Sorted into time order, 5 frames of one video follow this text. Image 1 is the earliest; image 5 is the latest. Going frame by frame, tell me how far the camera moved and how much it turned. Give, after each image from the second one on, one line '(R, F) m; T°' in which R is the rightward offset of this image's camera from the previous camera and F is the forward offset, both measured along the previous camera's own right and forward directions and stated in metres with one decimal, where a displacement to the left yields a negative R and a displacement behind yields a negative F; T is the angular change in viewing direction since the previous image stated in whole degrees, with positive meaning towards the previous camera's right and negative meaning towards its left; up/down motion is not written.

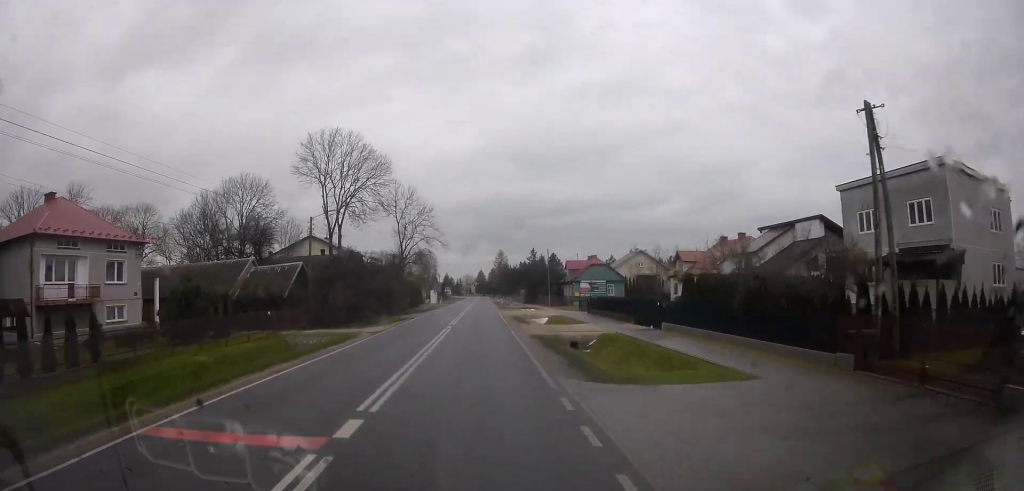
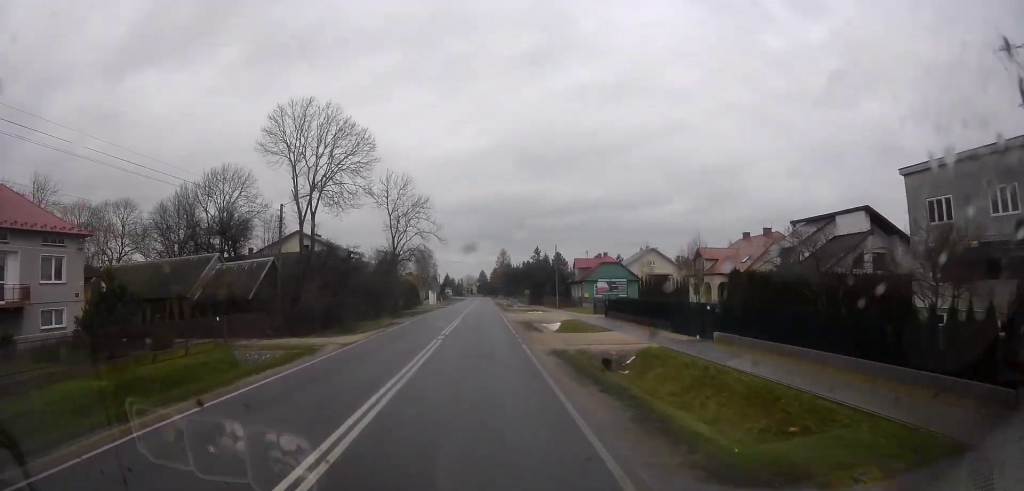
(+0.1, +6.3) m; -1°
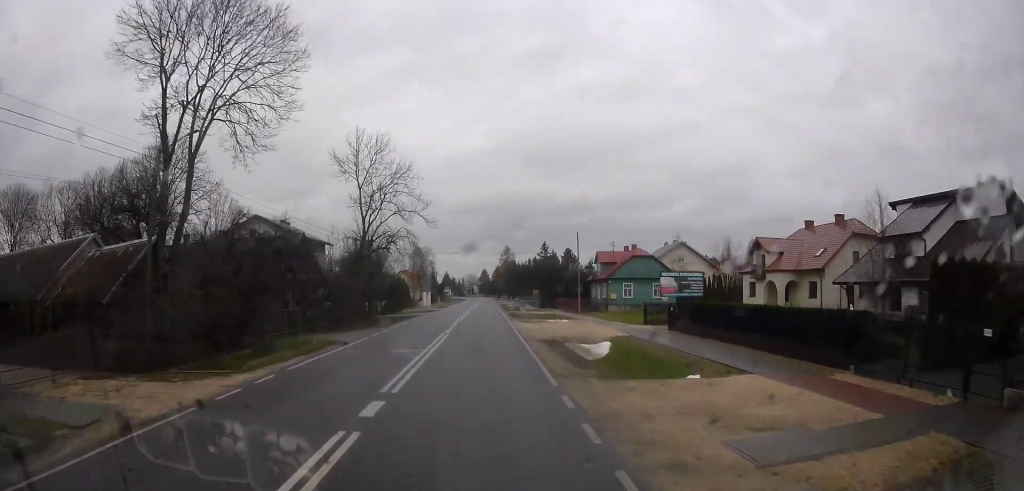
(-0.9, +14.1) m; 0°
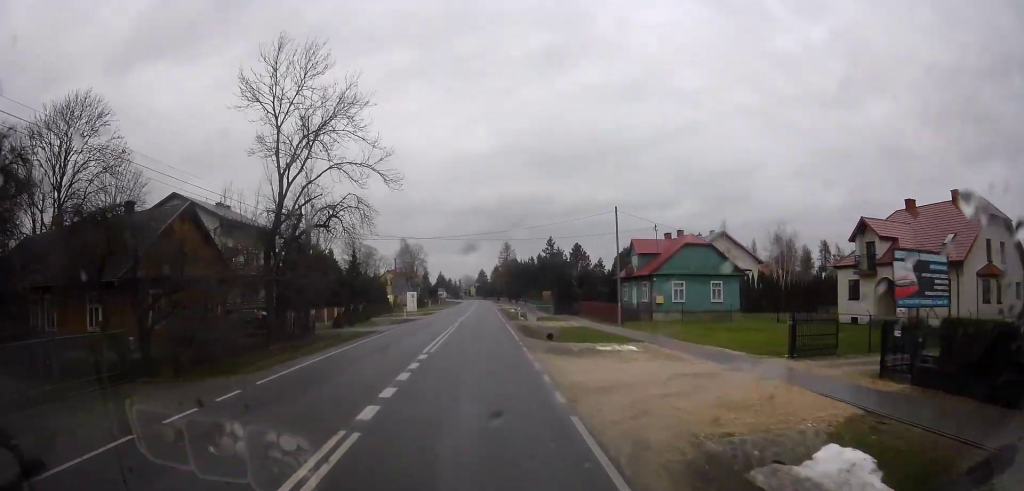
(+1.0, +16.3) m; +4°
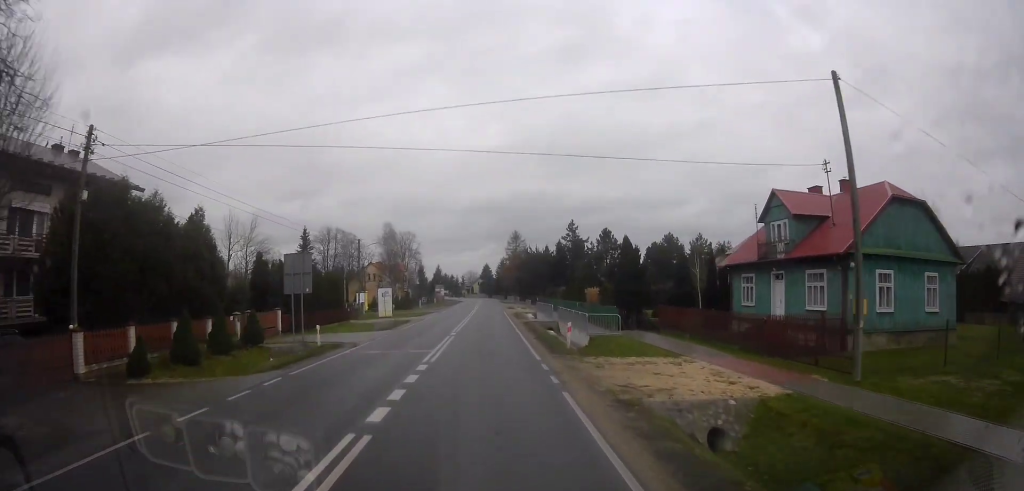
(0.0, +22.9) m; -2°
